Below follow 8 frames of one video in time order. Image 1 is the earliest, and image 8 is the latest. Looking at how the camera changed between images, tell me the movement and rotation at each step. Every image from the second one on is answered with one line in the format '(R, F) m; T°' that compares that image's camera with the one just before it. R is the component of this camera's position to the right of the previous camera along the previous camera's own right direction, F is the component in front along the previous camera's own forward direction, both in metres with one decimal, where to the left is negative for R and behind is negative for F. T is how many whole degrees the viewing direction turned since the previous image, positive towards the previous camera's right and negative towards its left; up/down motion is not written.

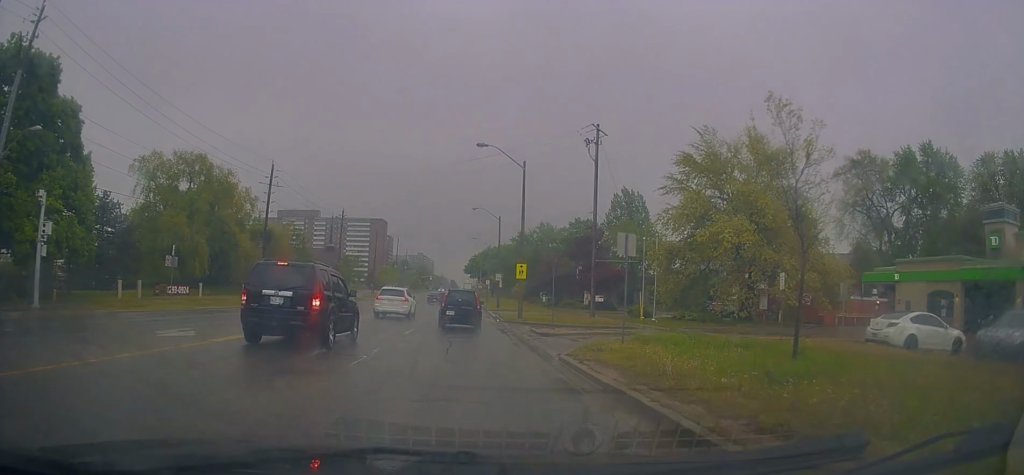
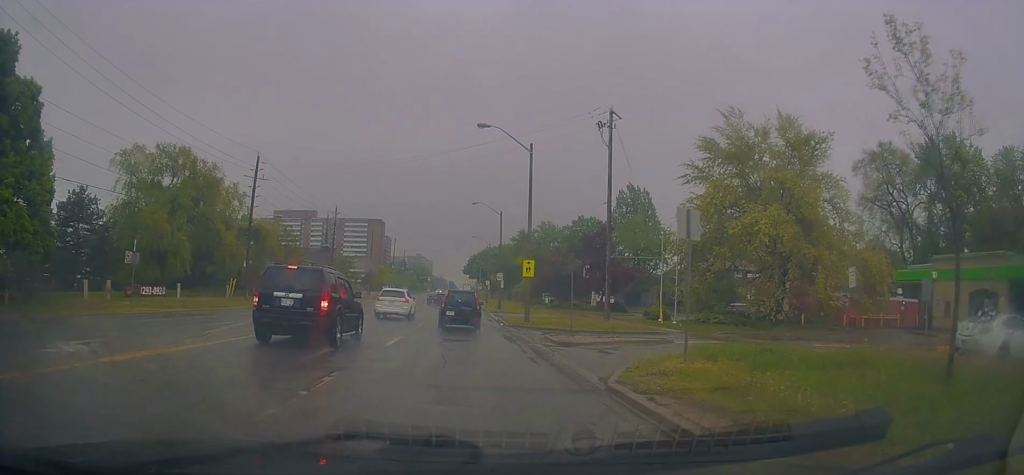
(+0.1, +4.5) m; -1°
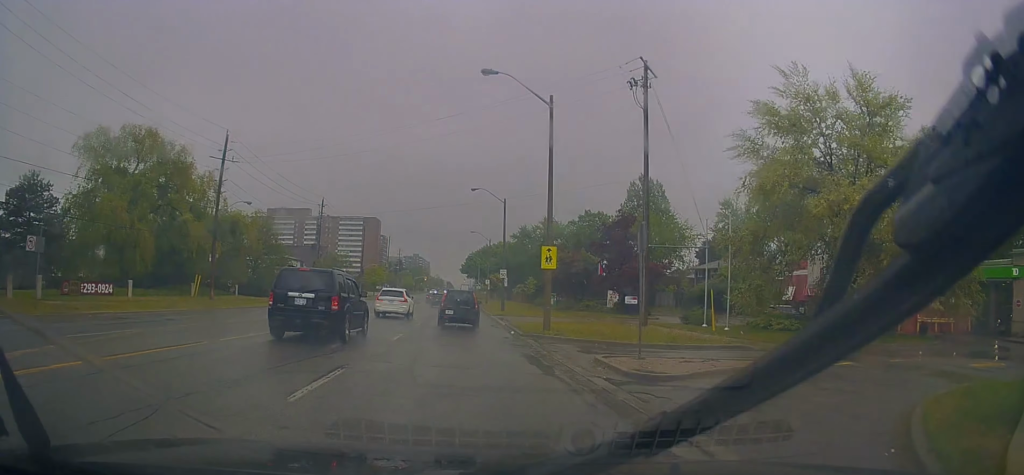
(-0.3, +8.0) m; 0°
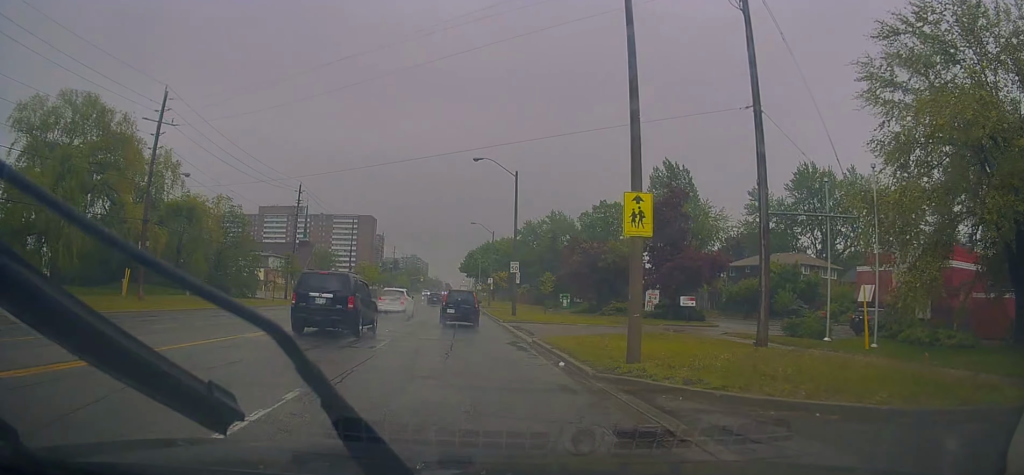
(+0.3, +12.6) m; +2°
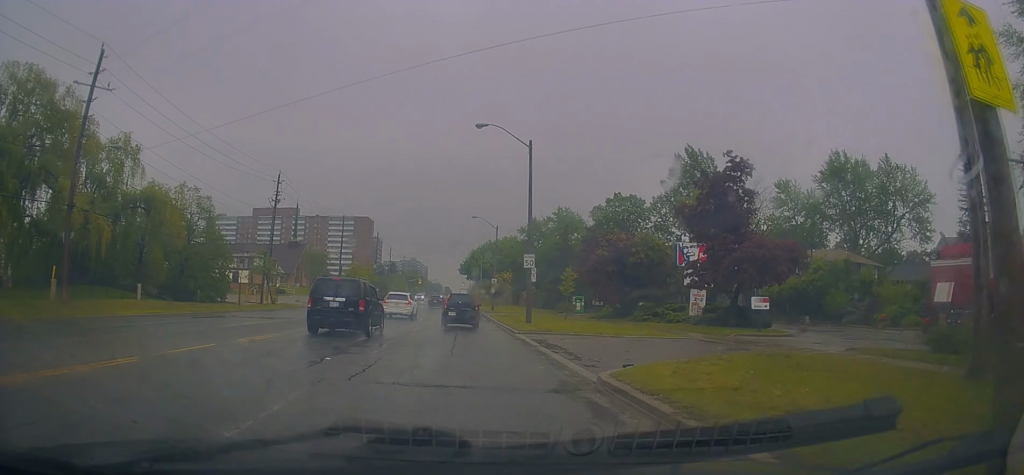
(0.0, +9.0) m; -1°
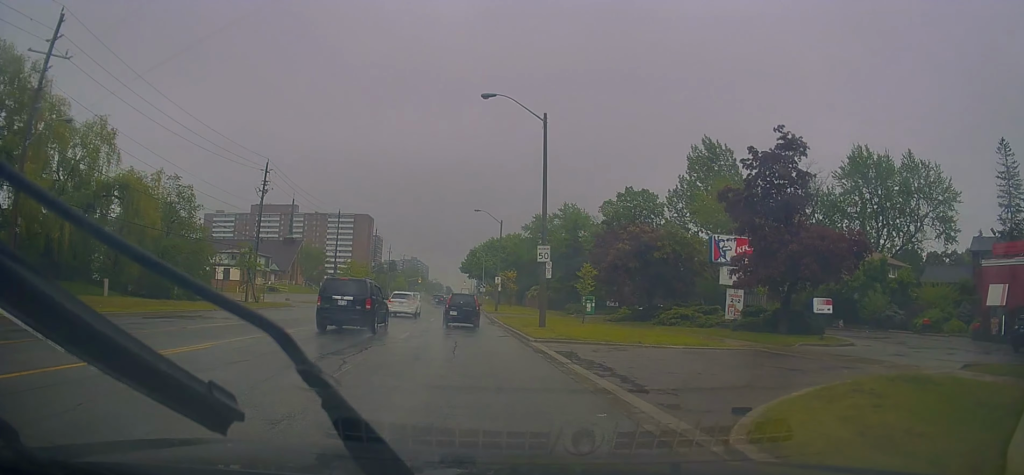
(-0.1, +4.8) m; -1°
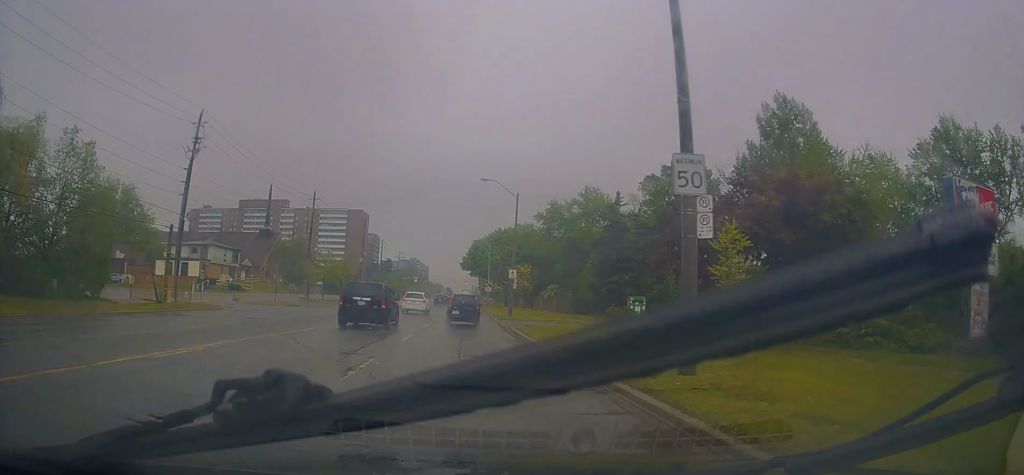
(0.0, +17.9) m; +3°
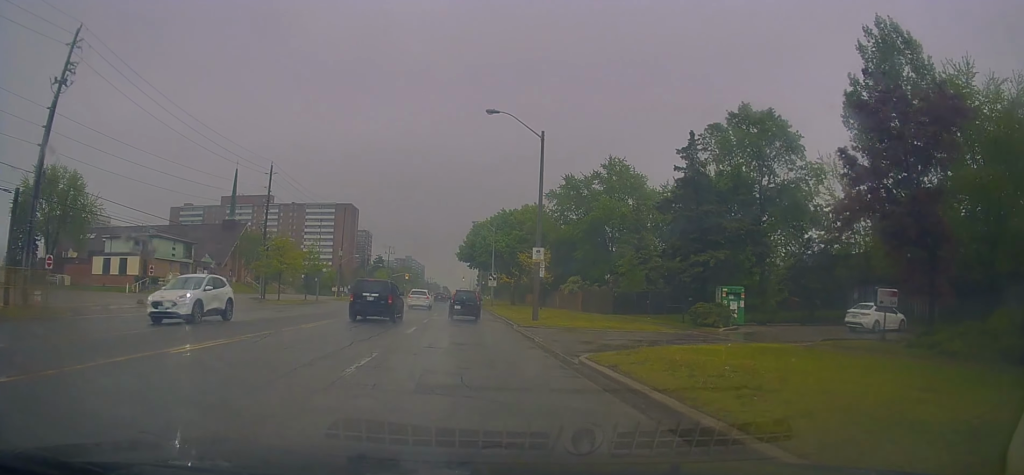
(+0.1, +17.1) m; -3°
